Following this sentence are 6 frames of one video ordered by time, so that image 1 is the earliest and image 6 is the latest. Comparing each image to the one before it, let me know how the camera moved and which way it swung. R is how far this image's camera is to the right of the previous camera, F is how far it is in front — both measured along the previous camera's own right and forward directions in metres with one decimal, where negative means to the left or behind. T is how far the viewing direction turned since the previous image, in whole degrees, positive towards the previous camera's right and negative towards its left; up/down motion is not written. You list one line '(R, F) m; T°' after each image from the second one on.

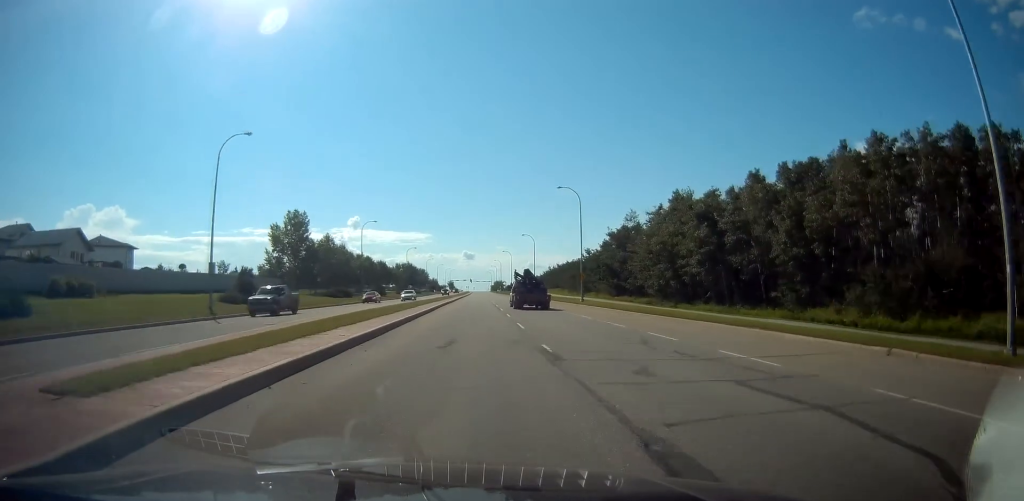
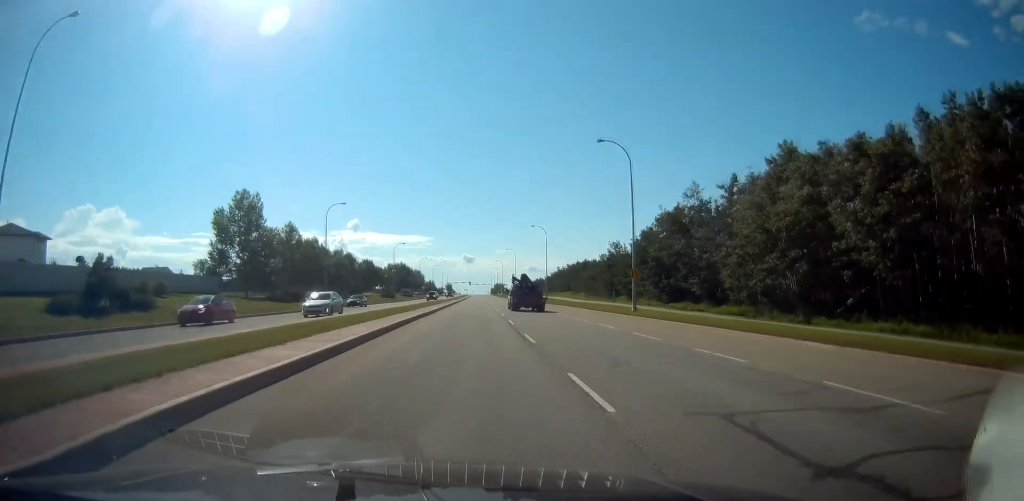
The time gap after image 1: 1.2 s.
(0.0, +22.6) m; 0°
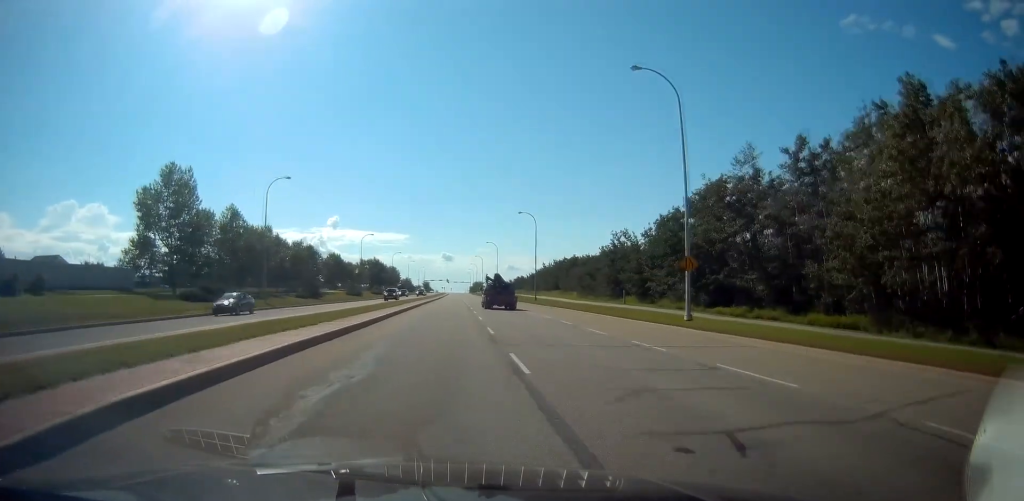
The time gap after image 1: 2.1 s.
(0.0, +15.1) m; +2°
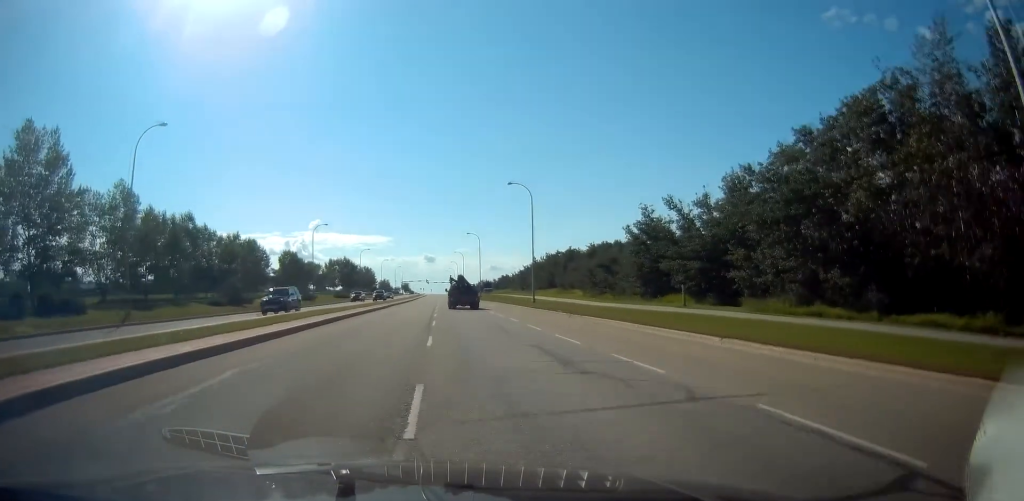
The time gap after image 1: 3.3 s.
(+0.7, +21.9) m; +1°
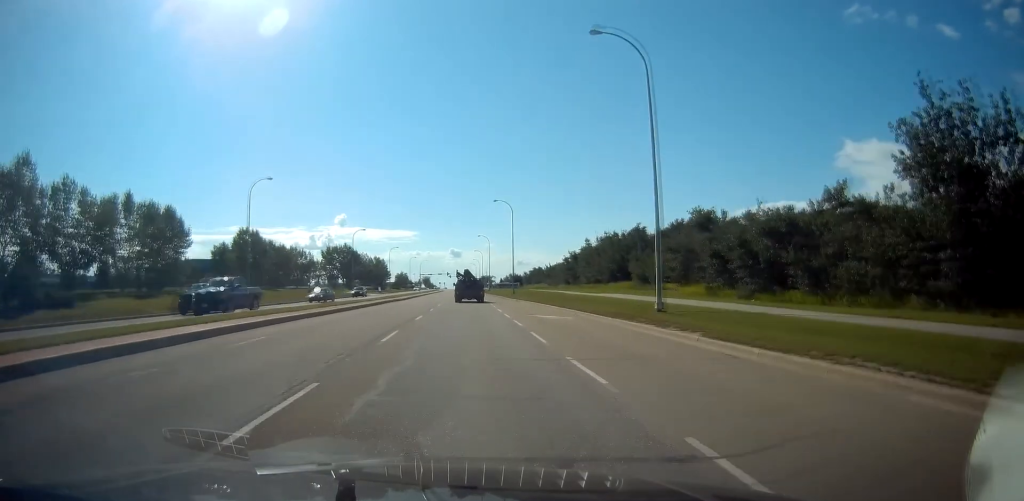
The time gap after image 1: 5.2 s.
(-1.0, +36.1) m; -2°
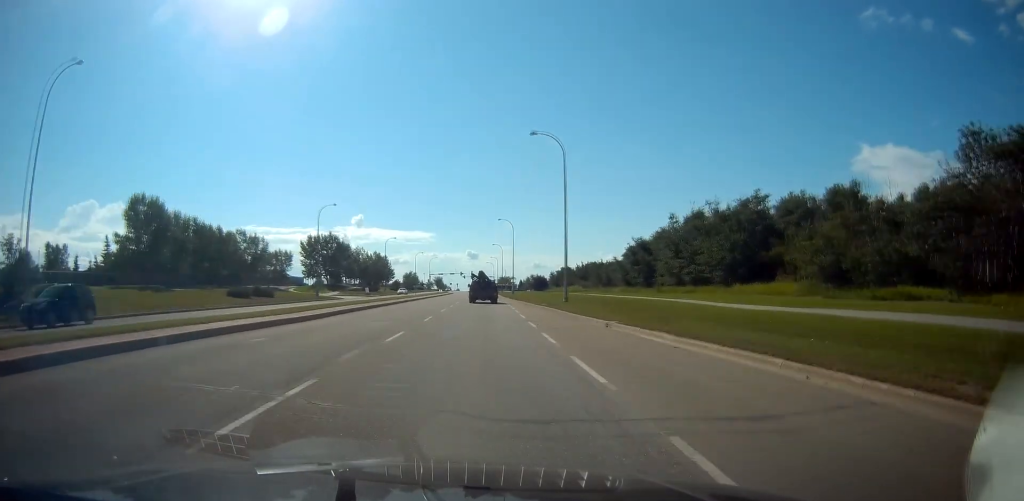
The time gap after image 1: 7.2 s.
(-0.2, +35.6) m; -1°
